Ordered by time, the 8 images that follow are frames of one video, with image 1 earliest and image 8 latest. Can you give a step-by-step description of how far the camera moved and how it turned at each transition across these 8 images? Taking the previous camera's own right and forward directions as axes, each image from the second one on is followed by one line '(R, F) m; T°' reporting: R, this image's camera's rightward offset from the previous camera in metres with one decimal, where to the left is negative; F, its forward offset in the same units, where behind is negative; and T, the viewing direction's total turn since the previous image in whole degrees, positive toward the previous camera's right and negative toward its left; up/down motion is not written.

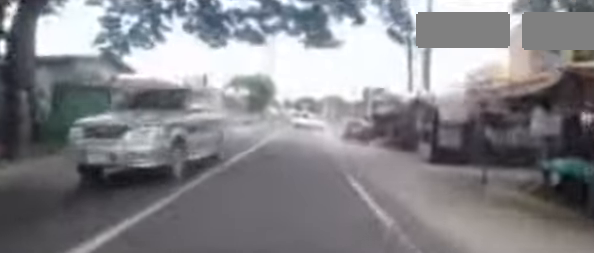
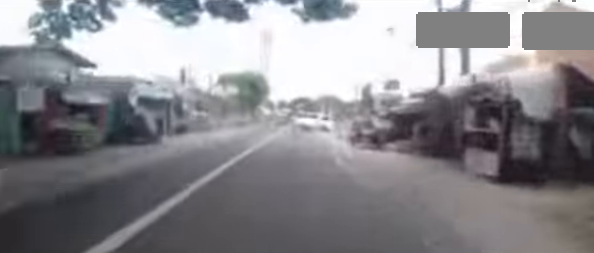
(+0.1, +4.4) m; +1°
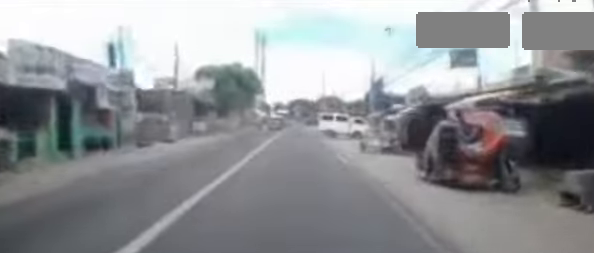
(0.0, +8.9) m; -3°
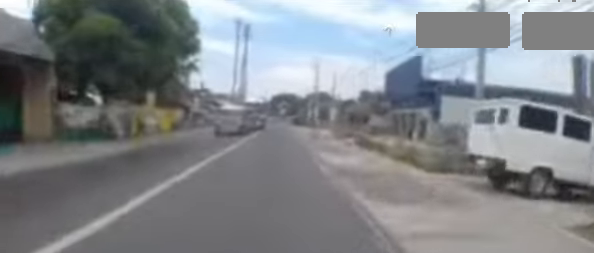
(+0.2, +19.0) m; +4°
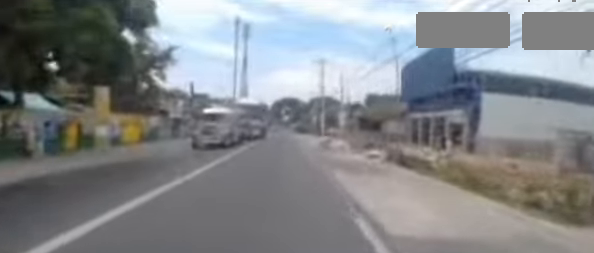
(0.0, +5.3) m; 0°
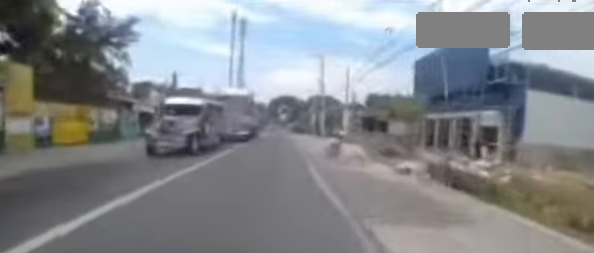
(0.0, +4.1) m; 0°
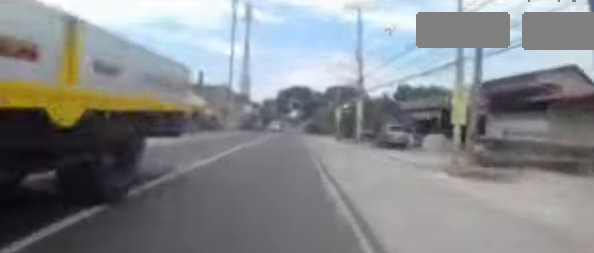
(-0.6, +18.8) m; +1°
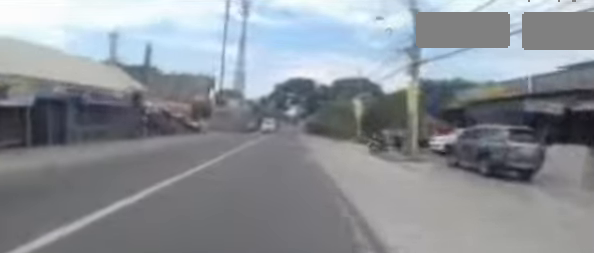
(+0.9, +12.9) m; +1°
